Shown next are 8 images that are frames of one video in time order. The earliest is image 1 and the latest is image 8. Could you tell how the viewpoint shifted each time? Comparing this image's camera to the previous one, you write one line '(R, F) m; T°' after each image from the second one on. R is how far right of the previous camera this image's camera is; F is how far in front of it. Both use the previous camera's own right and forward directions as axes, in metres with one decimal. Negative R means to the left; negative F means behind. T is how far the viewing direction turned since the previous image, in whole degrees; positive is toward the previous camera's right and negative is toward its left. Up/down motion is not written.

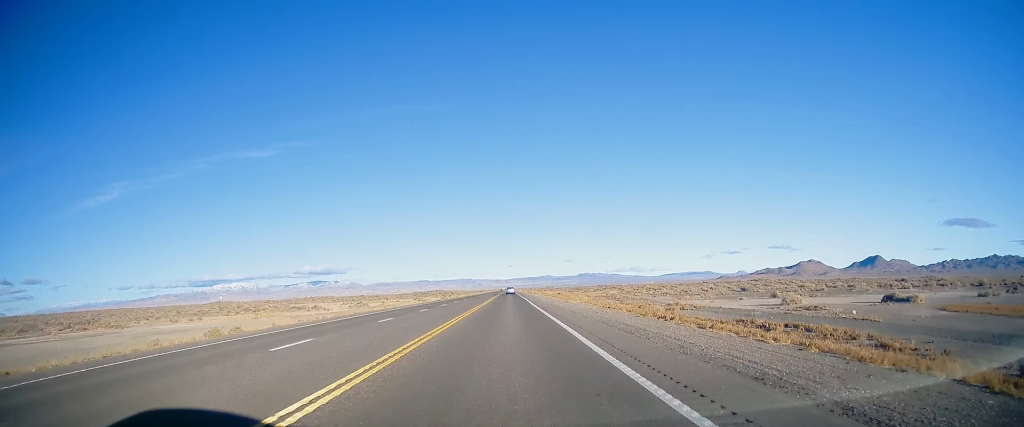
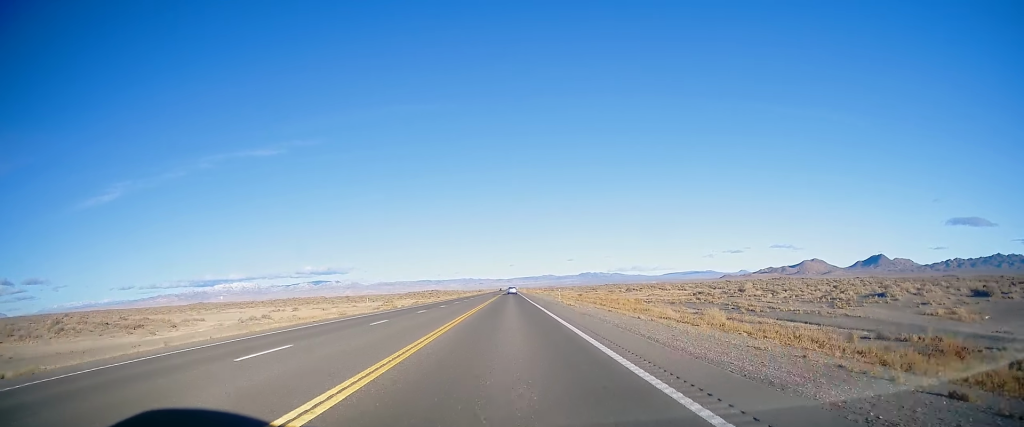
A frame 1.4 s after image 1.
(-0.2, +50.4) m; -1°
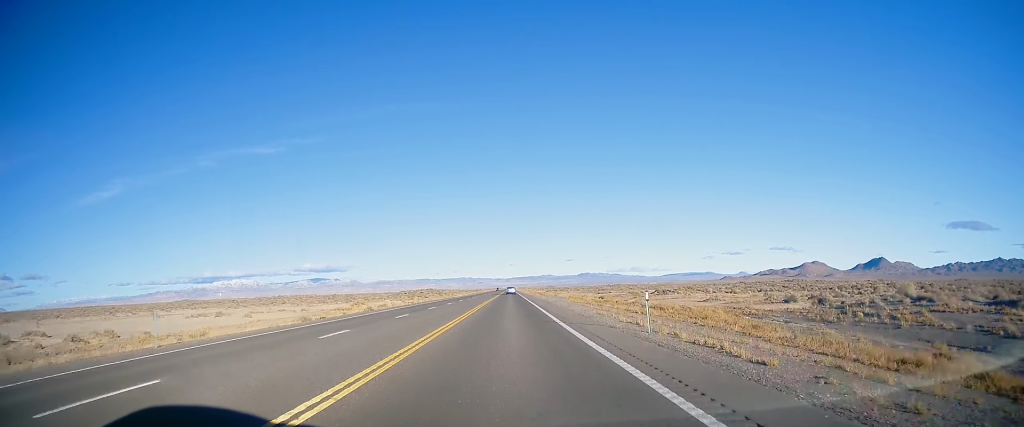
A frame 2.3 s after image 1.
(0.0, +30.2) m; 0°
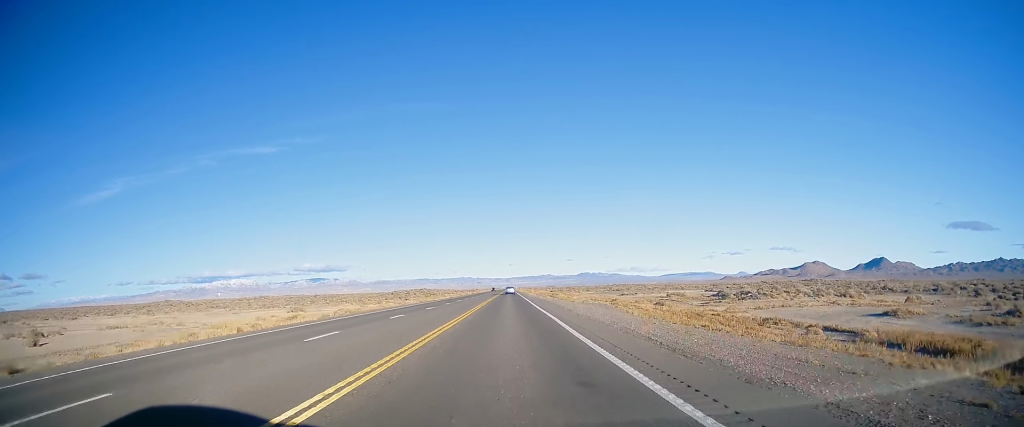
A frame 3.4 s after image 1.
(-0.2, +37.4) m; 0°
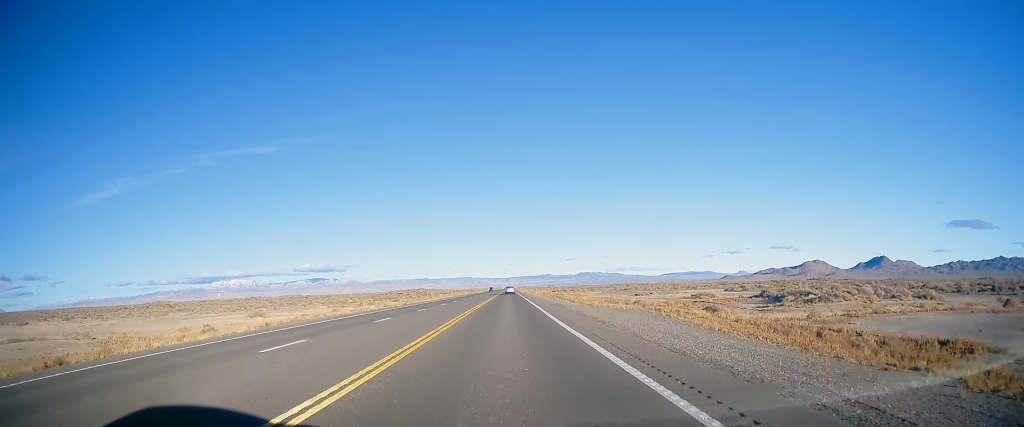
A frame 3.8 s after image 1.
(+0.2, +15.3) m; 0°
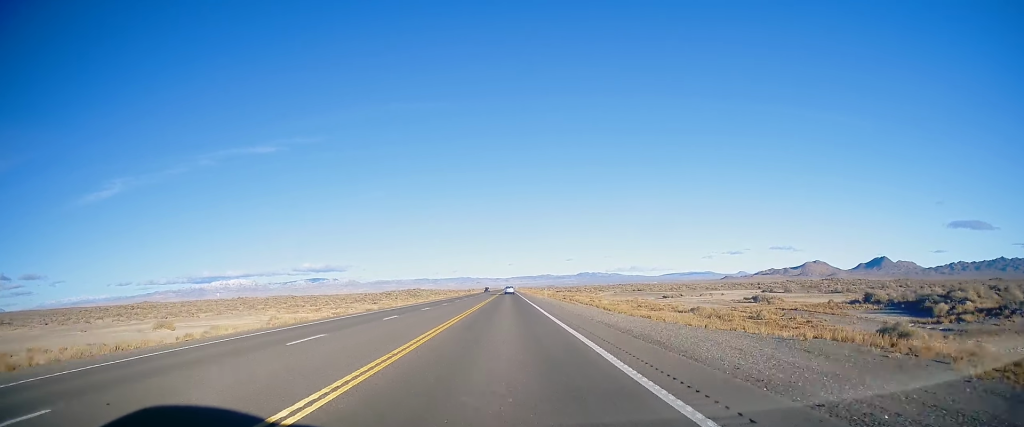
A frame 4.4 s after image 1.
(+0.3, +22.3) m; 0°
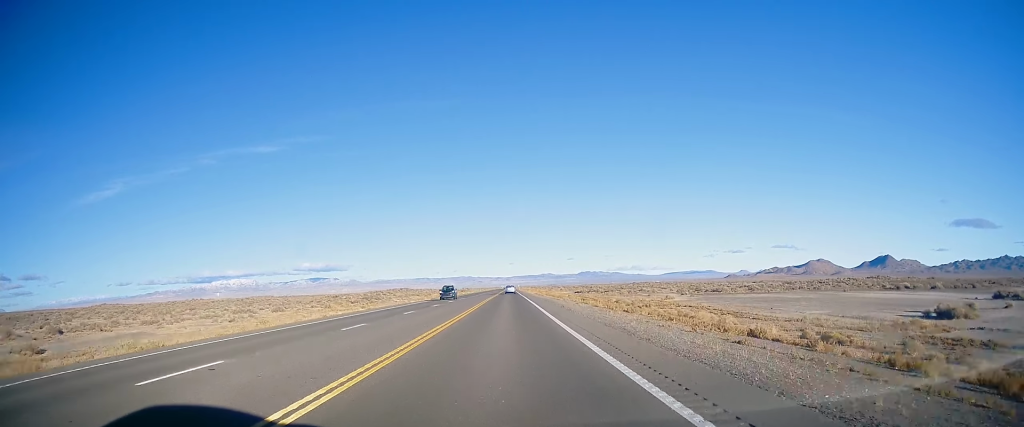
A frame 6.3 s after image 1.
(-0.9, +67.0) m; 0°
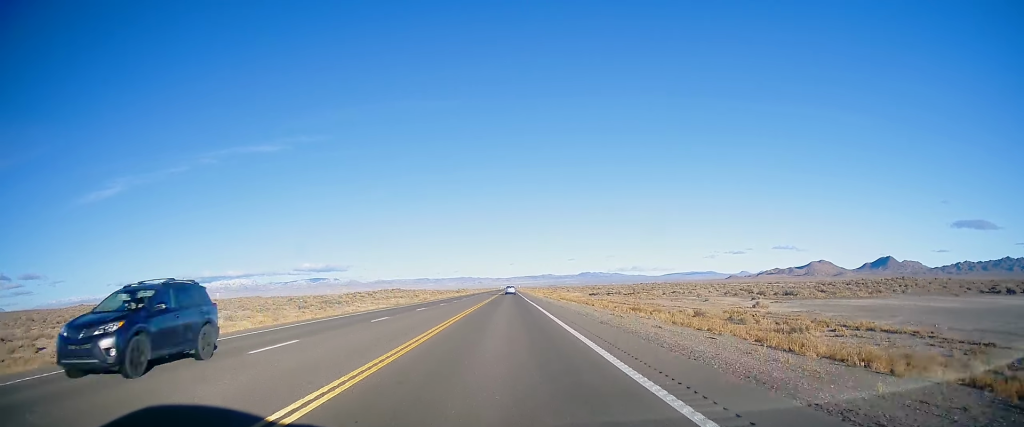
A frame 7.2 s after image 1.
(+0.5, +31.8) m; 0°
